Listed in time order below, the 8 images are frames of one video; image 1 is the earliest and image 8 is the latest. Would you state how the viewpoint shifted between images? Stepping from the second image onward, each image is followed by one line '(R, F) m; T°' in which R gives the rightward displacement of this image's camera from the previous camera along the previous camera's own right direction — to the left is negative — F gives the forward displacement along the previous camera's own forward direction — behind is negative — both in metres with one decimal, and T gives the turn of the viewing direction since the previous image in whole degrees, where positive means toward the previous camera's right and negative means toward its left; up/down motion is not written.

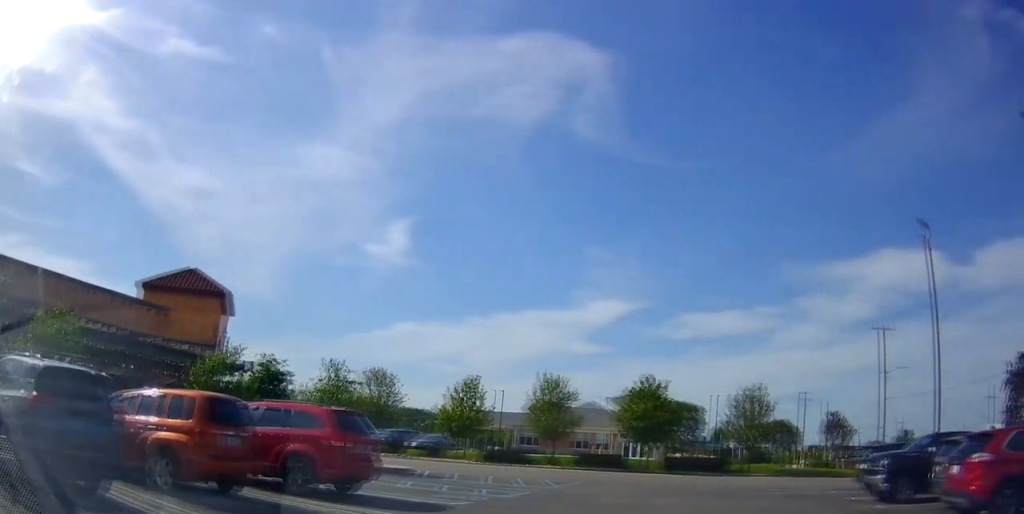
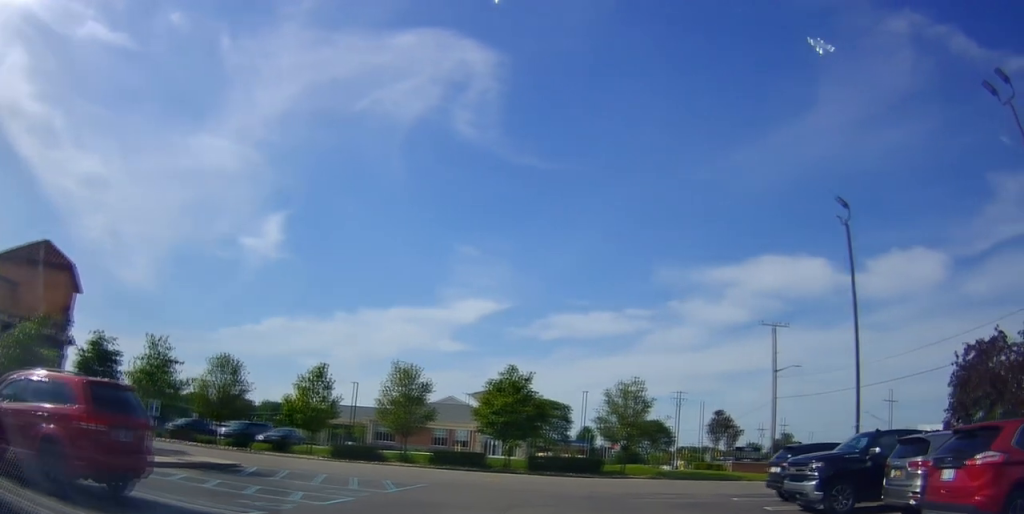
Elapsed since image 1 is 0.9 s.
(+0.2, +3.0) m; +9°
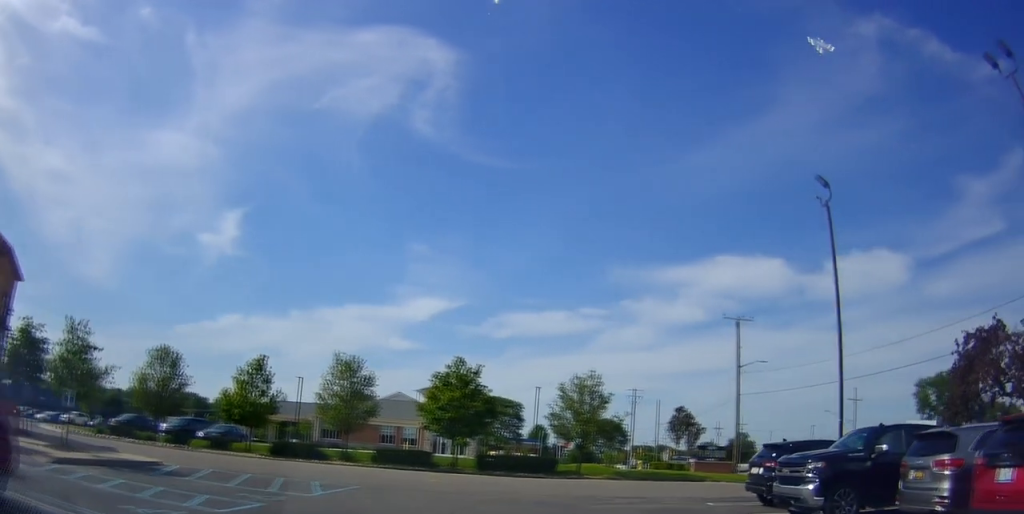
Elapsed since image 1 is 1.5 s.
(-0.1, +1.8) m; +7°
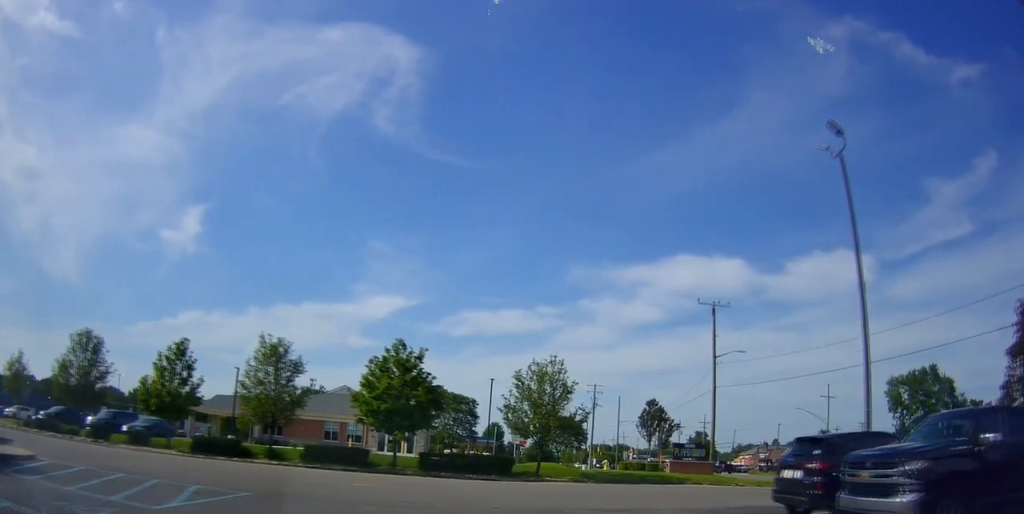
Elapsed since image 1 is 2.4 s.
(+0.6, +3.7) m; +18°
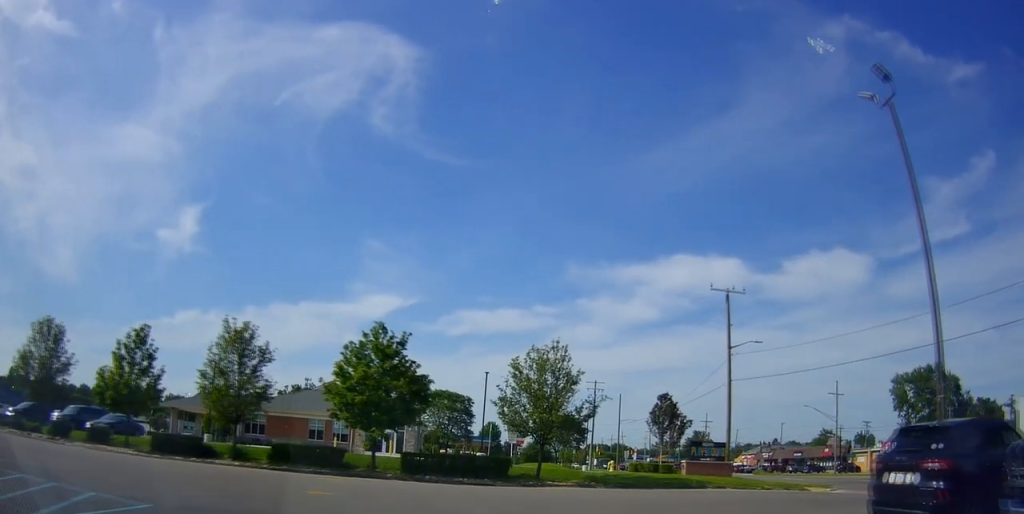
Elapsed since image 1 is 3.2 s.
(+0.5, +3.3) m; -3°
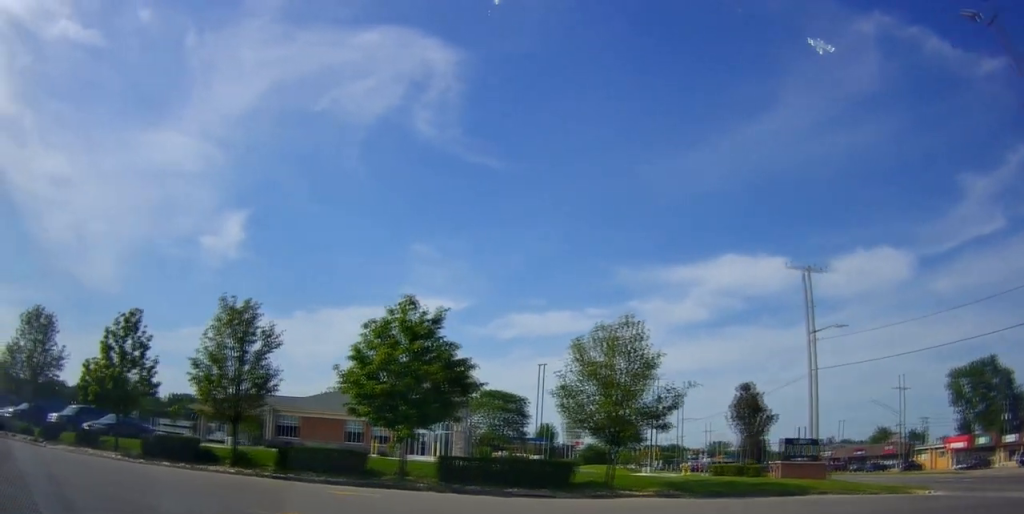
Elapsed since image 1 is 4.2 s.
(-0.6, +4.6) m; -10°
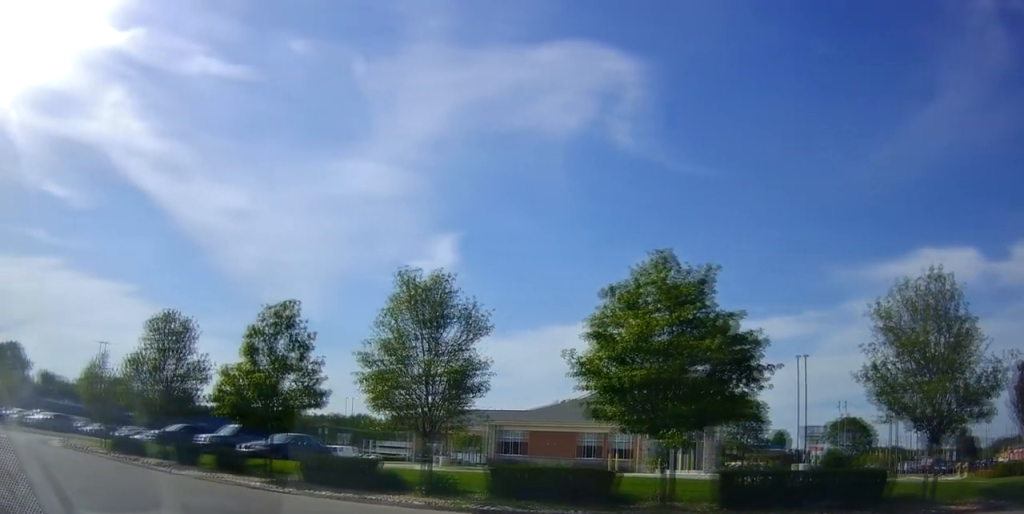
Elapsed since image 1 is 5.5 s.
(-0.2, +6.1) m; -7°
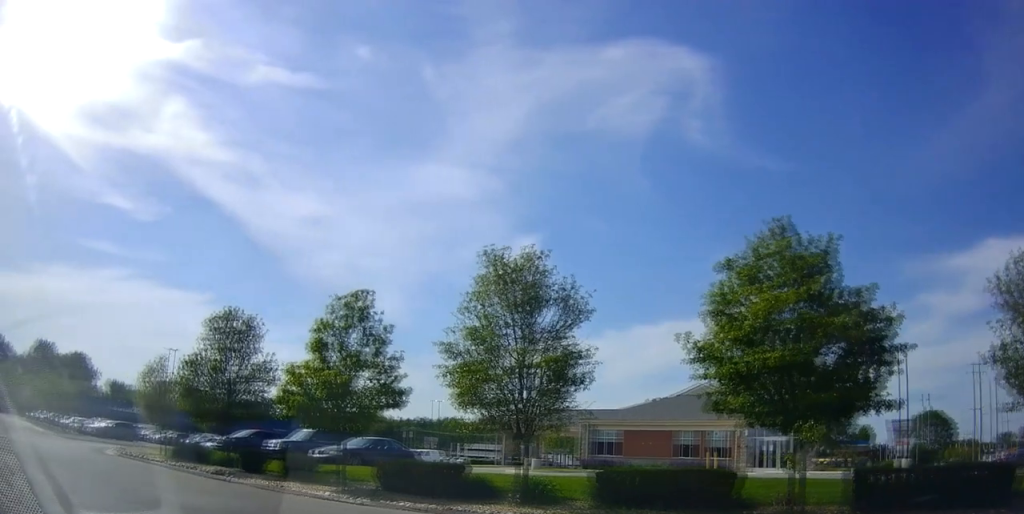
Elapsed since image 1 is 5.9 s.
(-0.2, +1.8) m; -10°
